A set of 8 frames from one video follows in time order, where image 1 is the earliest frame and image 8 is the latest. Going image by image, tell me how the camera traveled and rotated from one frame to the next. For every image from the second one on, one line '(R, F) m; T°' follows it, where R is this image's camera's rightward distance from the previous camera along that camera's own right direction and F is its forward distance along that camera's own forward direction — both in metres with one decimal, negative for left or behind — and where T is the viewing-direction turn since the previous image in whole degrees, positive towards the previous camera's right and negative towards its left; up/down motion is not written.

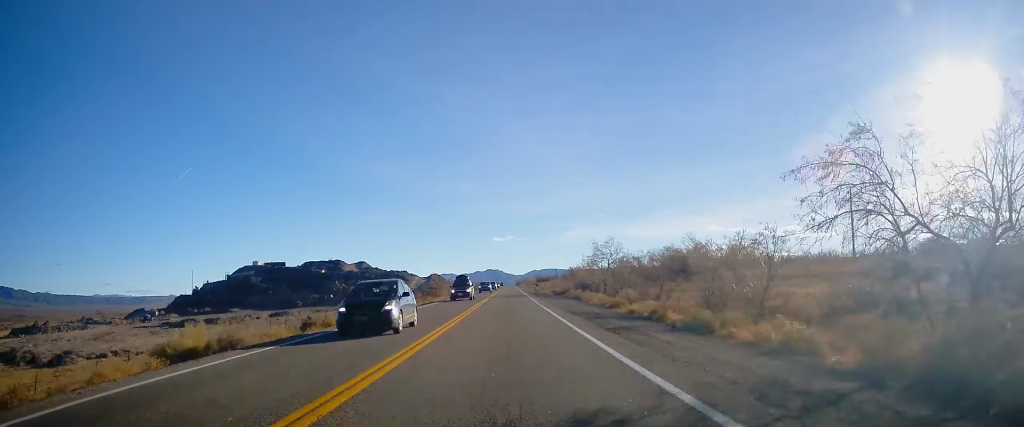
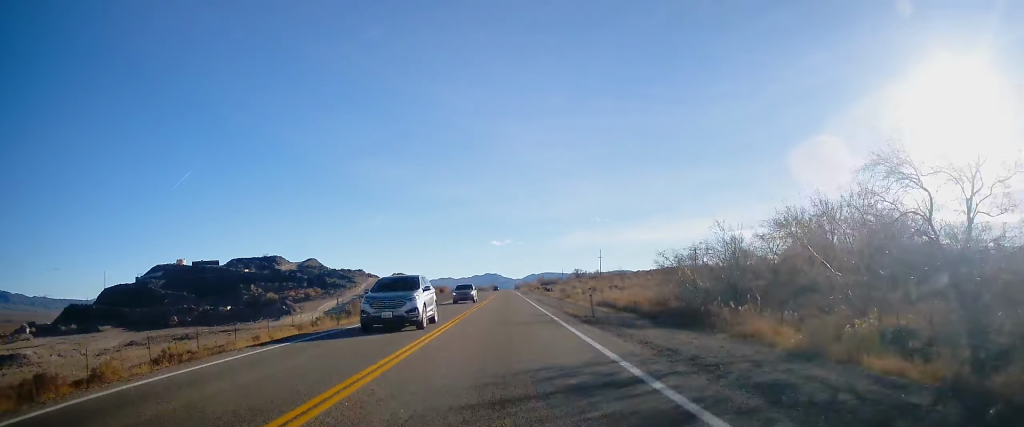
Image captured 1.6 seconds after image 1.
(-0.2, +54.8) m; -1°
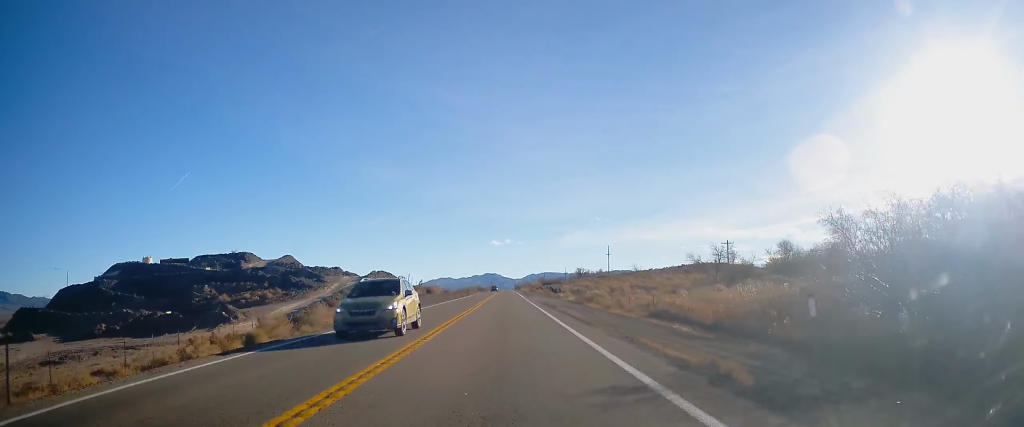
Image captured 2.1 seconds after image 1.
(0.0, +18.3) m; 0°
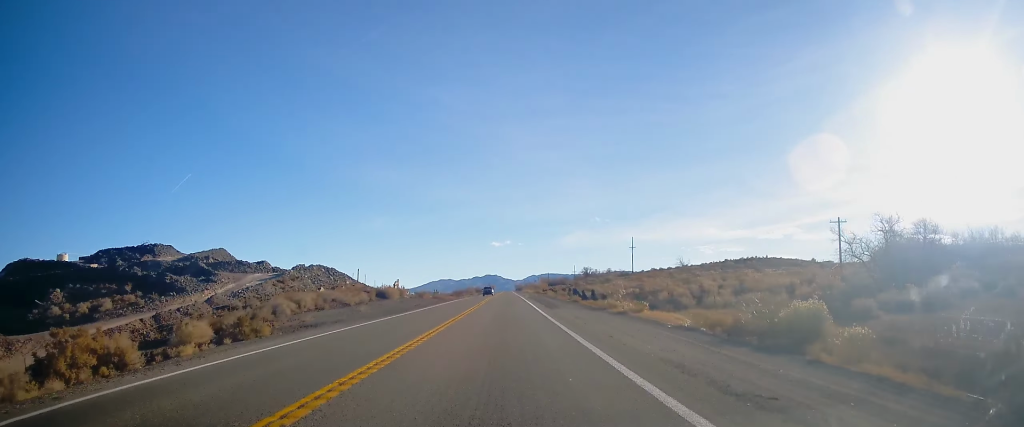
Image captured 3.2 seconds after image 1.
(+0.3, +36.6) m; 0°
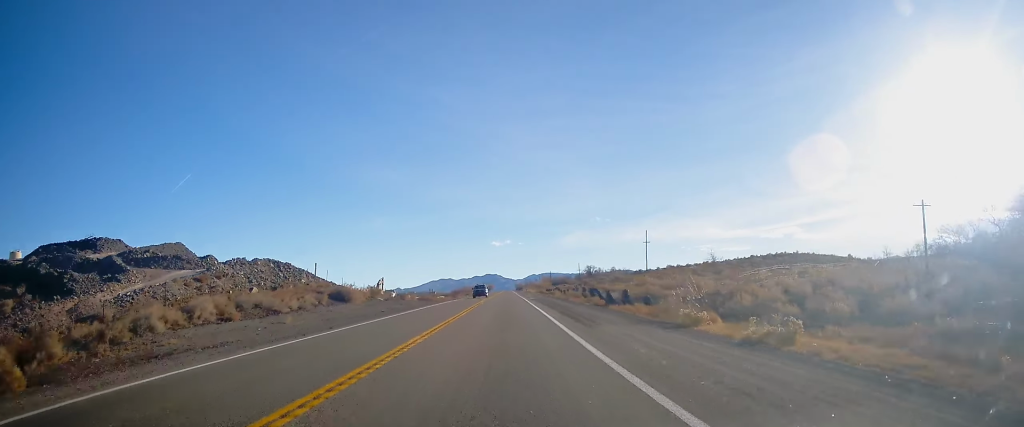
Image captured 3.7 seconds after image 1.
(+0.1, +16.0) m; 0°
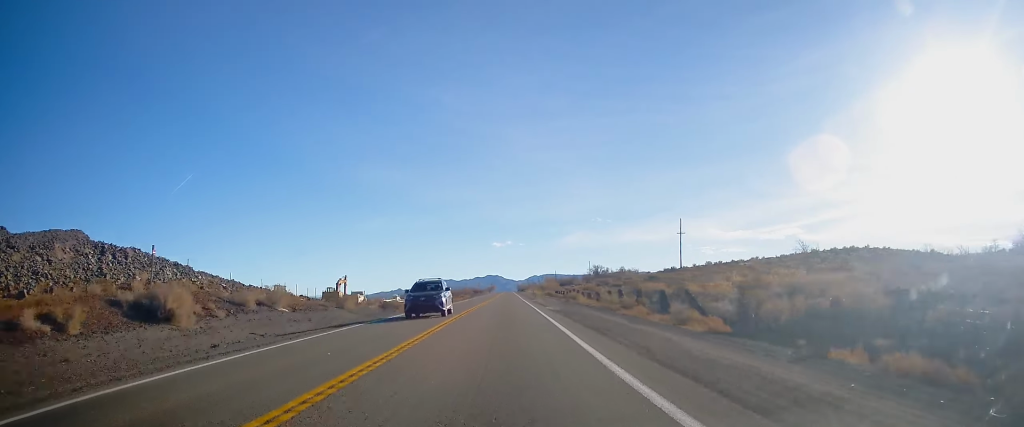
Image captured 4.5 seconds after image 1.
(-0.2, +27.7) m; 0°
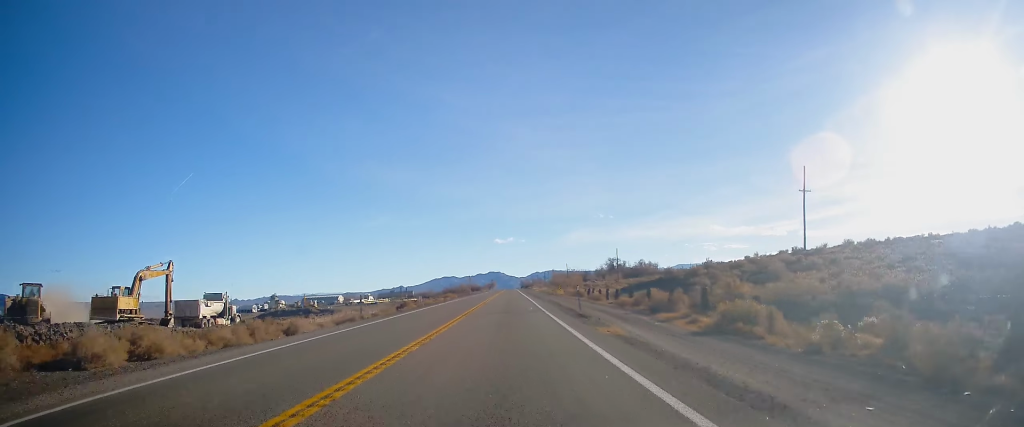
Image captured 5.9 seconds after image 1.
(0.0, +48.9) m; 0°
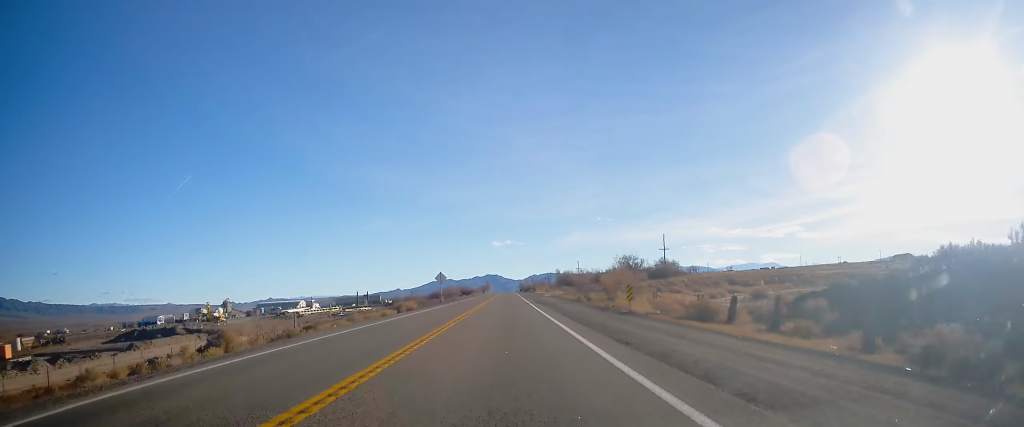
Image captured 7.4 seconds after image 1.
(-0.3, +50.5) m; 0°
